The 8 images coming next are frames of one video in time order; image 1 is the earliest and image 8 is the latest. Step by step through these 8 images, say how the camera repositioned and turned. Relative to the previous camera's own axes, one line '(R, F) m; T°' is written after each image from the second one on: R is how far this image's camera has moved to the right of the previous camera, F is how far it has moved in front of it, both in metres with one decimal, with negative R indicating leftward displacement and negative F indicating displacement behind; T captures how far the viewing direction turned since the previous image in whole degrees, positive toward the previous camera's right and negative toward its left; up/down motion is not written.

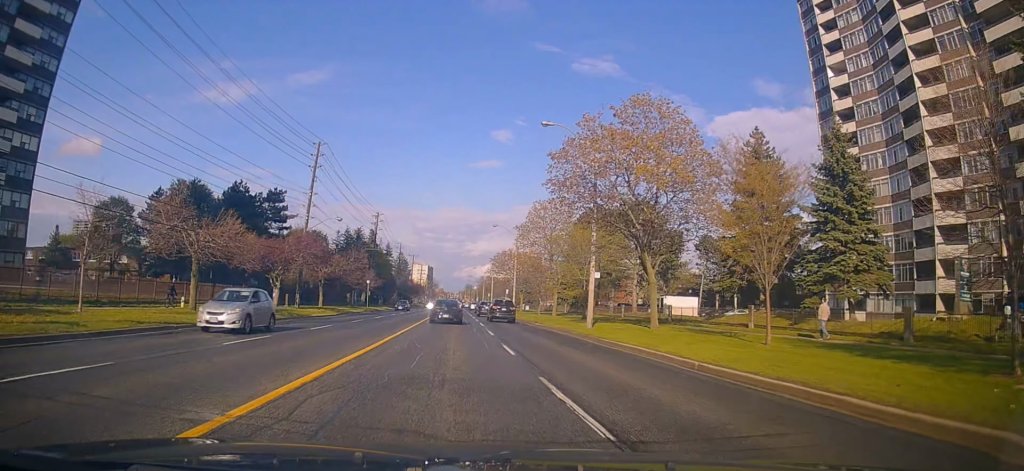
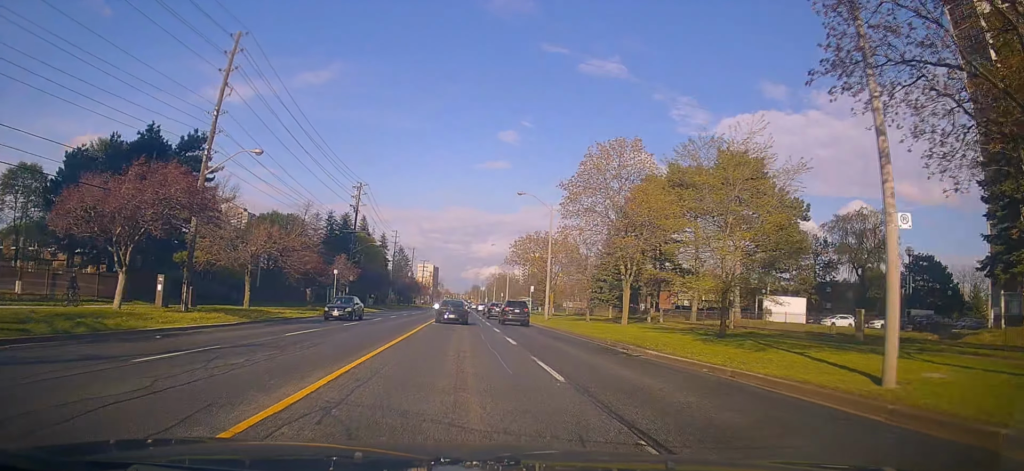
(+0.6, +22.7) m; +1°
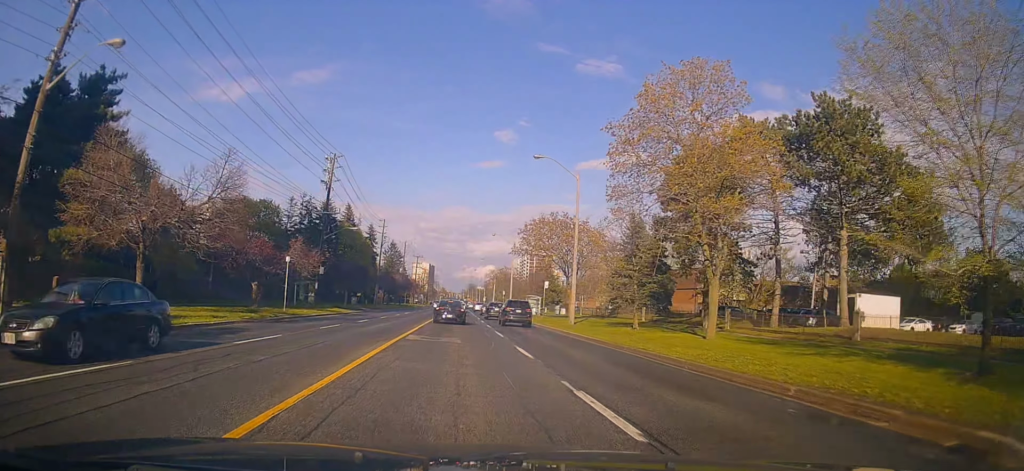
(0.0, +13.3) m; 0°
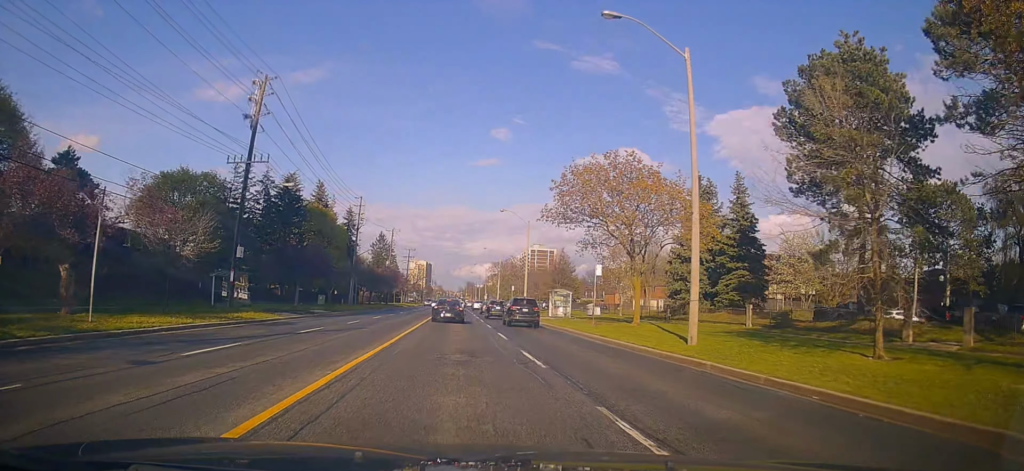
(-0.1, +20.4) m; -2°
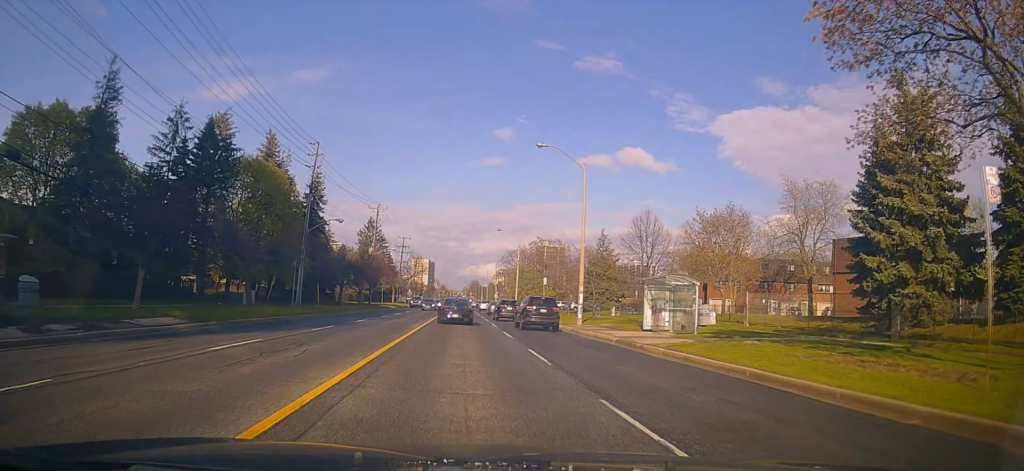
(+0.3, +26.2) m; +1°
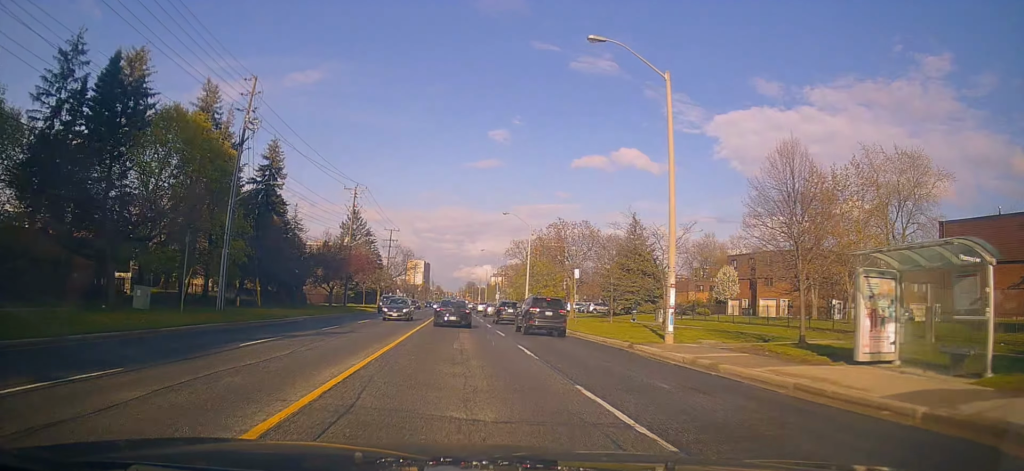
(-0.6, +16.2) m; -1°
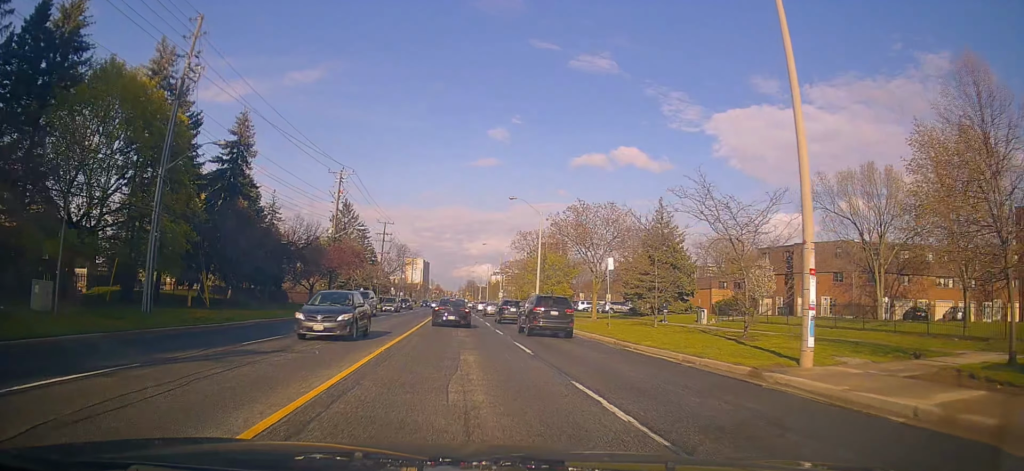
(+0.2, +8.7) m; 0°
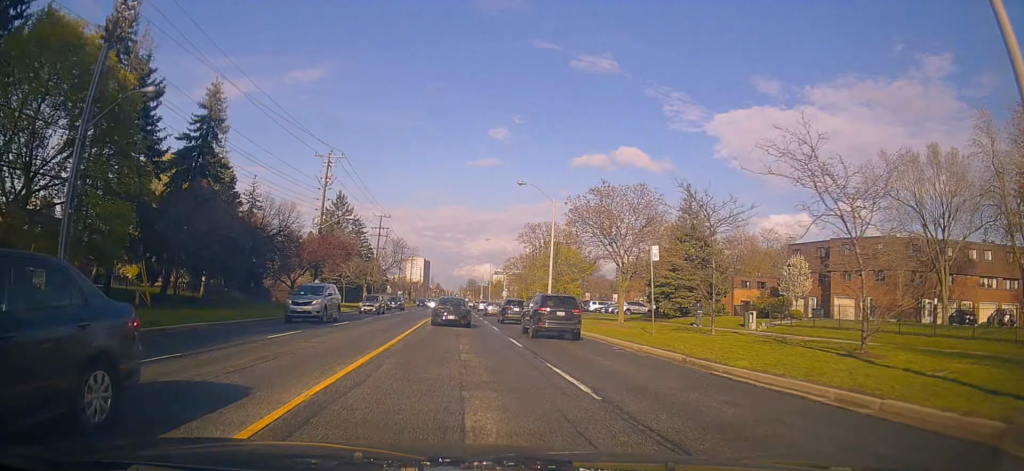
(+0.4, +6.8) m; +1°
